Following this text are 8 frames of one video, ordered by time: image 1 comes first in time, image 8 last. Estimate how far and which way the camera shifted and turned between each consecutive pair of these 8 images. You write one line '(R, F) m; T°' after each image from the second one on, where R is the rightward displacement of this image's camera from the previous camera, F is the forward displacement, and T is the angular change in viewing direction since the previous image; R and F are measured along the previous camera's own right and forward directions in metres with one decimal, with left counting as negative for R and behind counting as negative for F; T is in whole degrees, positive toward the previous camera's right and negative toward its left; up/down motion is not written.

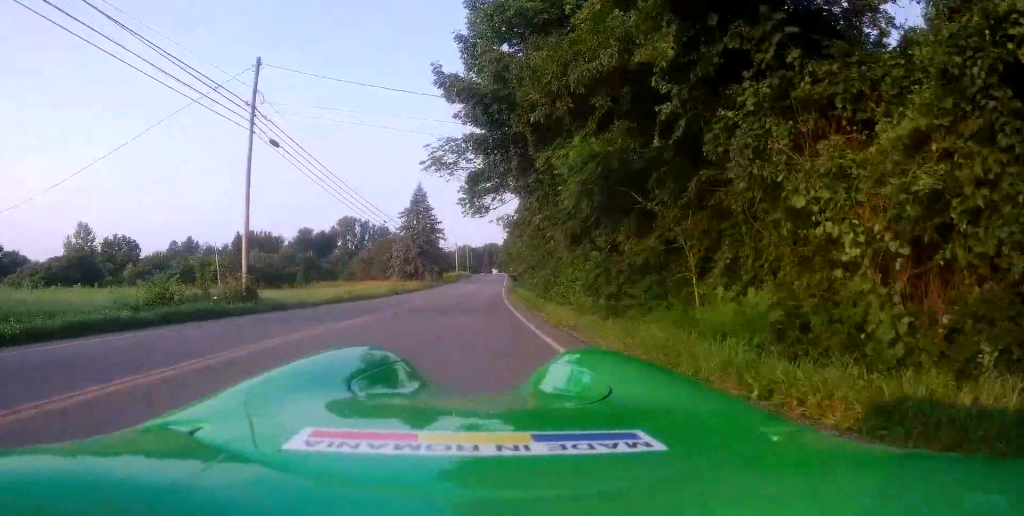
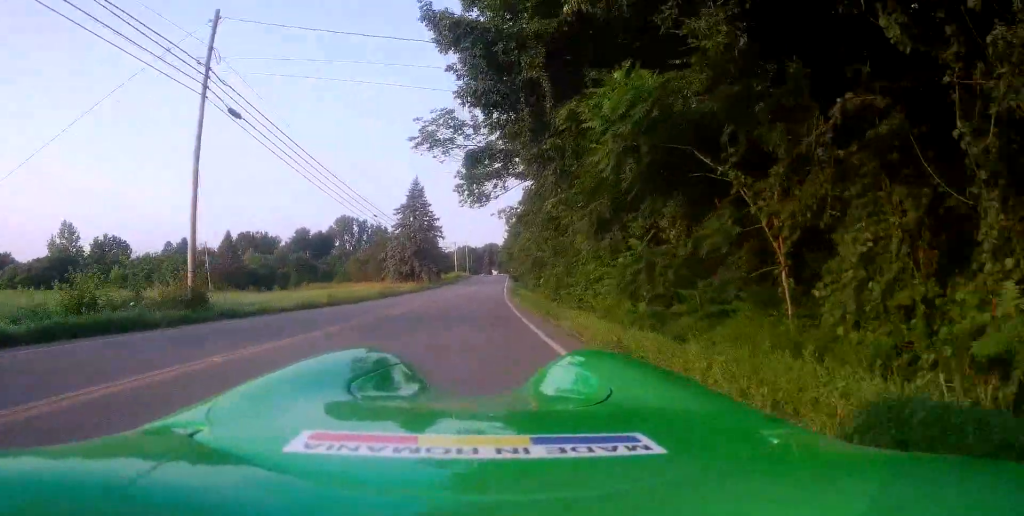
(+0.1, +4.1) m; 0°
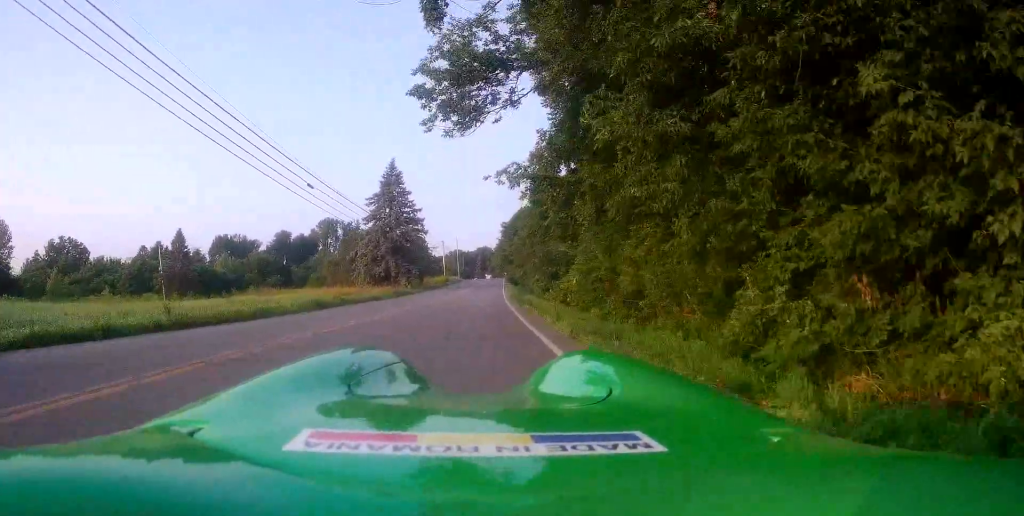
(+0.1, +14.7) m; 0°
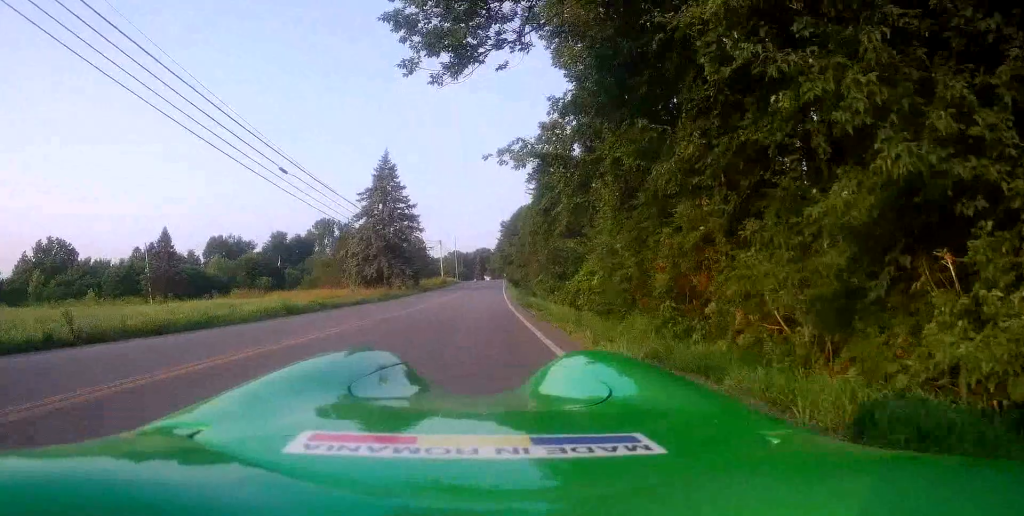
(-0.1, +4.1) m; +1°
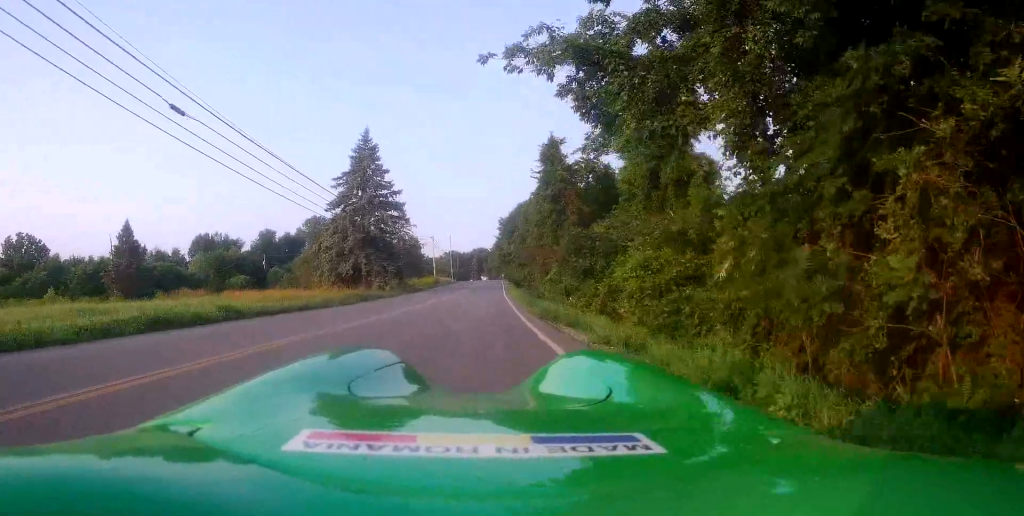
(+0.1, +8.9) m; +2°
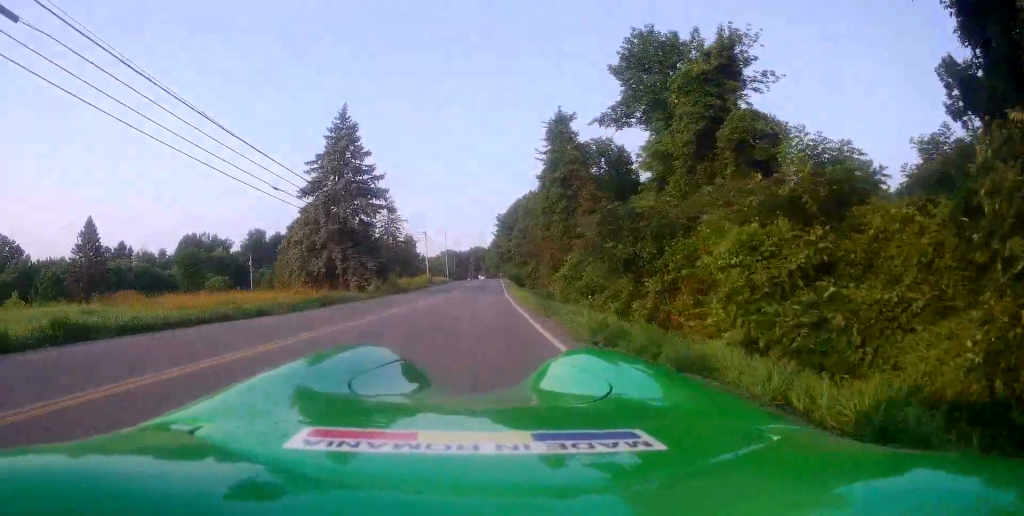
(+0.4, +7.6) m; +1°
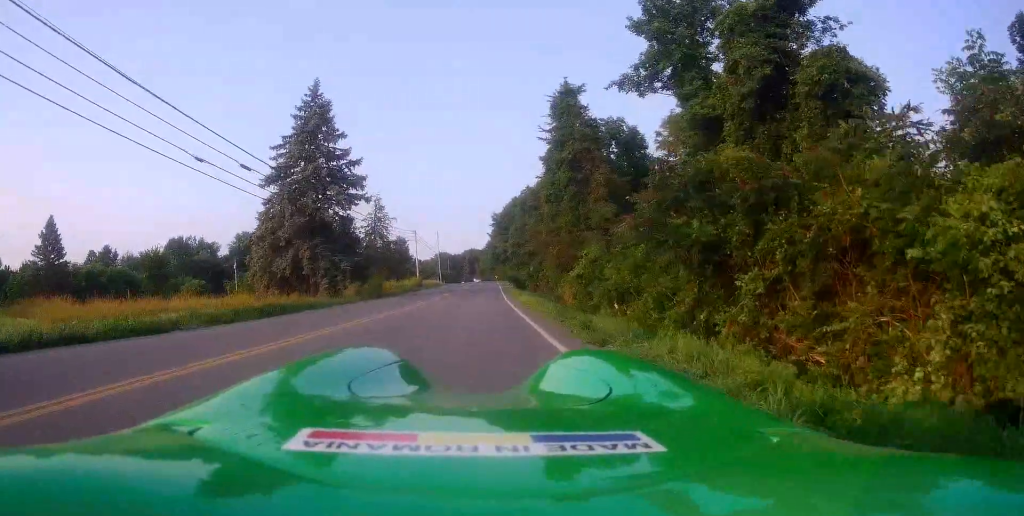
(-0.3, +6.4) m; -1°
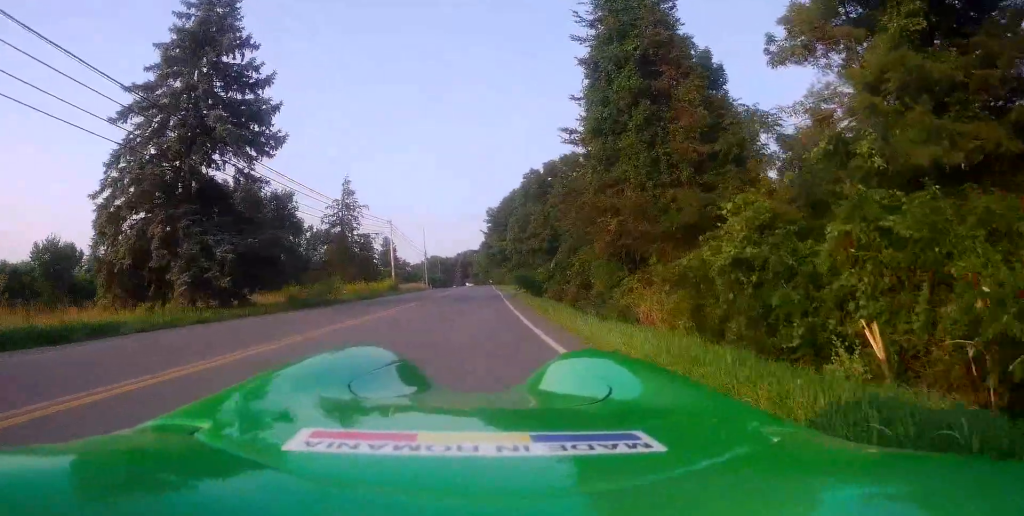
(0.0, +15.8) m; -1°
